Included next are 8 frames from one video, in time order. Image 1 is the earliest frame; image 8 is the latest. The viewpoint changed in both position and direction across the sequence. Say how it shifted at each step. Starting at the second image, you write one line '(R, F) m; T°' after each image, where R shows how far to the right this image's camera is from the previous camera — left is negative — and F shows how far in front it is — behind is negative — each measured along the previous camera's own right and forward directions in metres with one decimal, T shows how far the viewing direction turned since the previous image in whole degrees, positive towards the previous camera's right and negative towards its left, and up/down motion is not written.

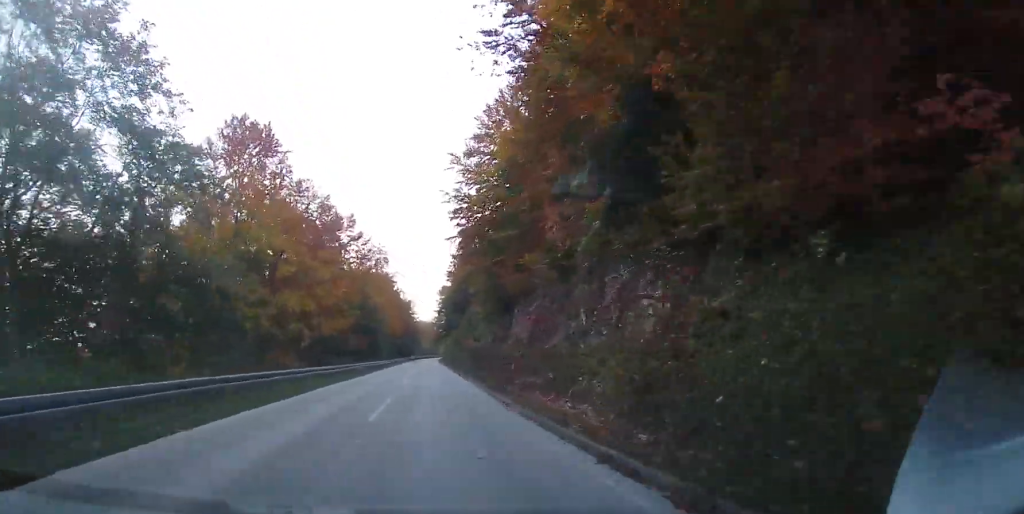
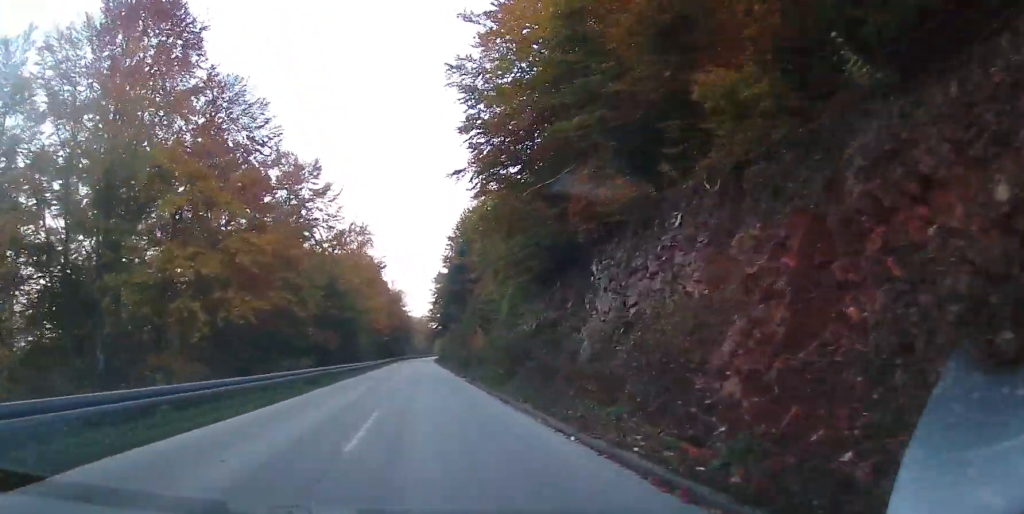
(+0.3, +18.6) m; +1°
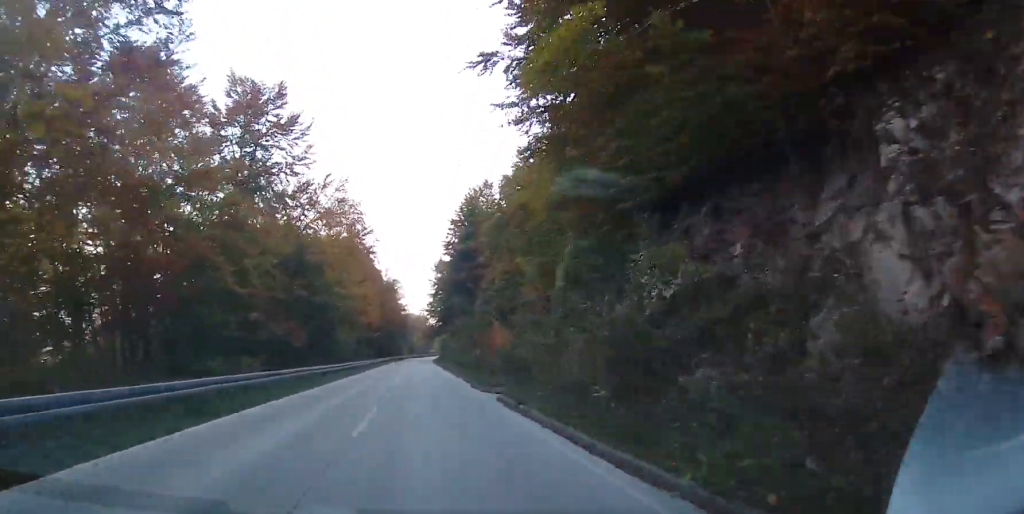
(-0.2, +13.7) m; +1°
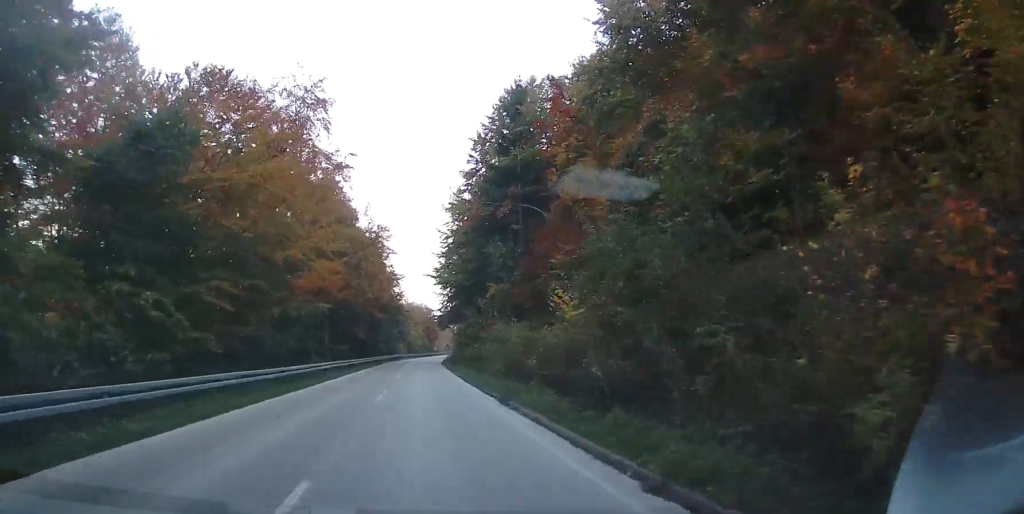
(+0.9, +38.3) m; +1°
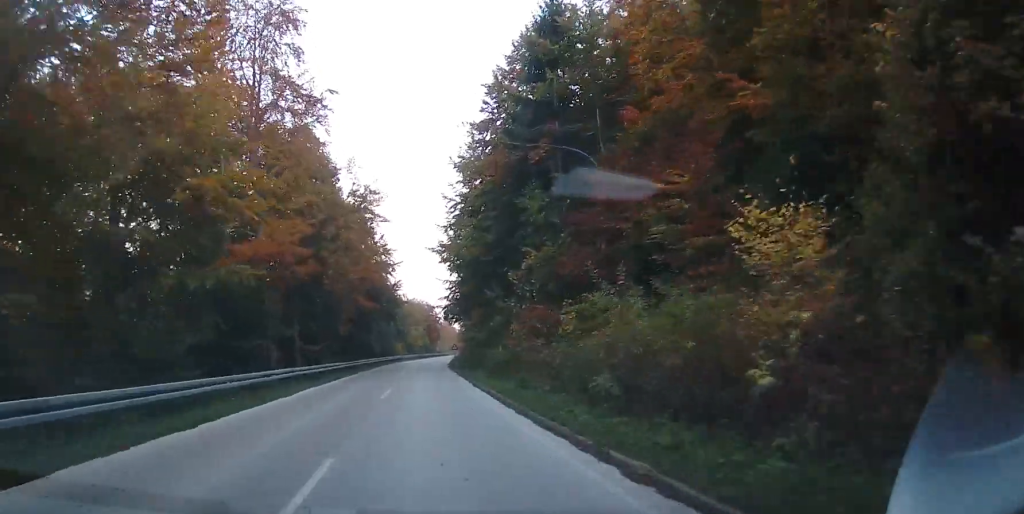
(-0.1, +13.4) m; -1°
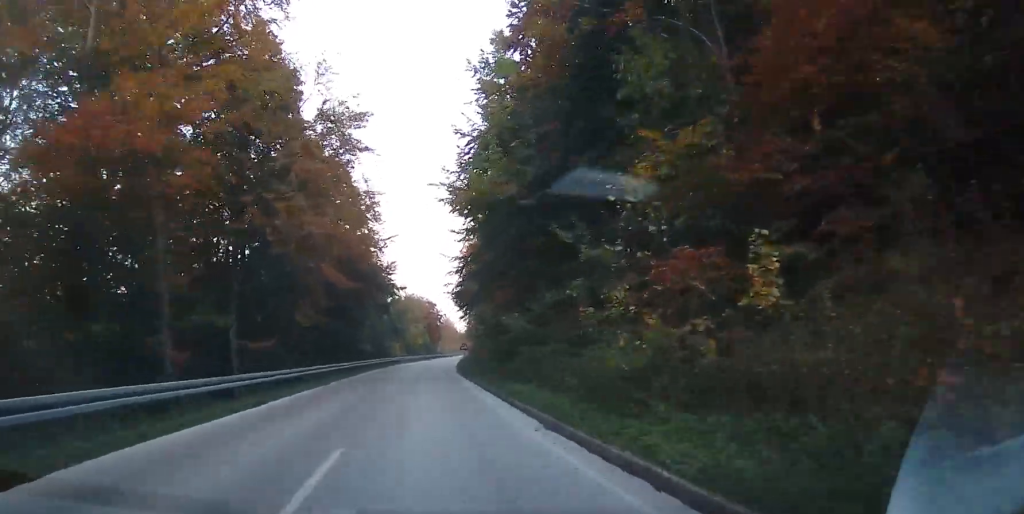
(0.0, +14.2) m; 0°
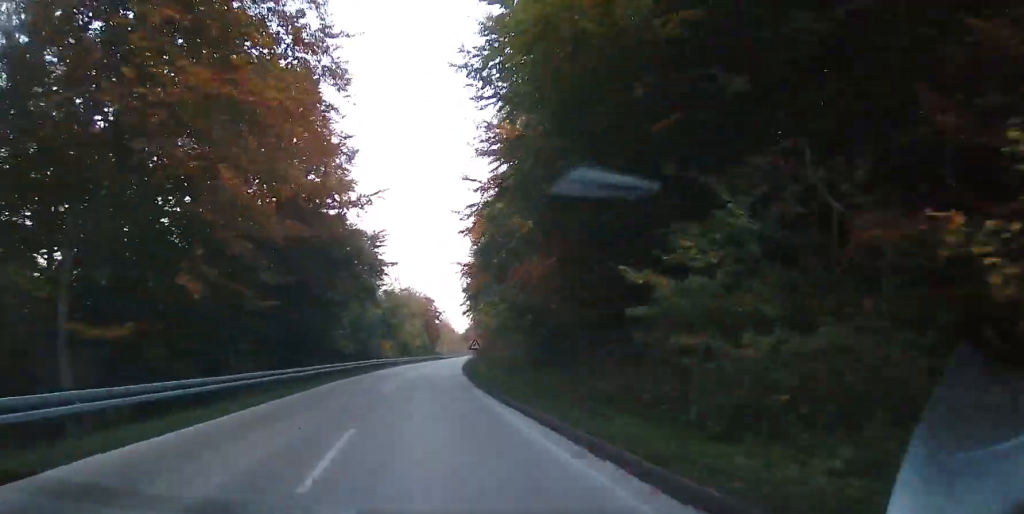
(0.0, +13.5) m; 0°
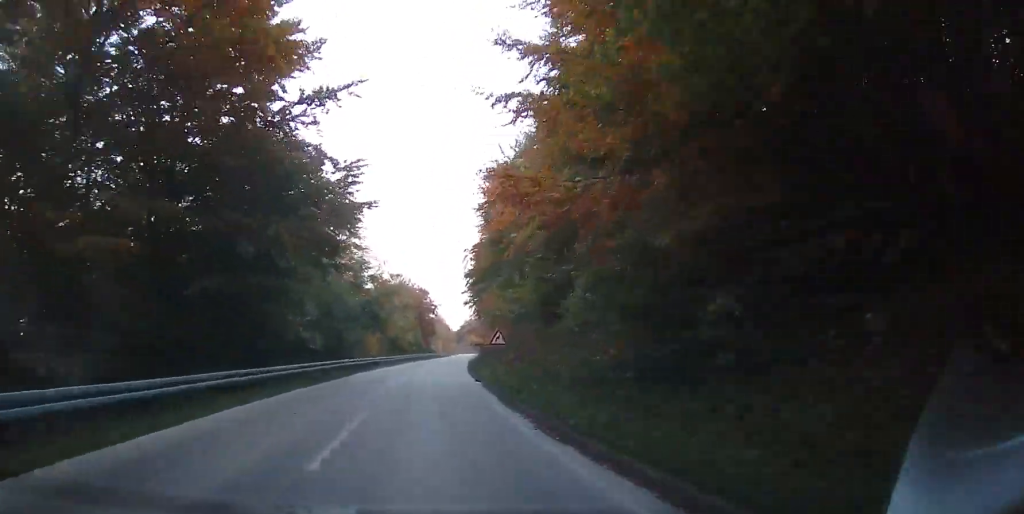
(0.0, +14.3) m; 0°
